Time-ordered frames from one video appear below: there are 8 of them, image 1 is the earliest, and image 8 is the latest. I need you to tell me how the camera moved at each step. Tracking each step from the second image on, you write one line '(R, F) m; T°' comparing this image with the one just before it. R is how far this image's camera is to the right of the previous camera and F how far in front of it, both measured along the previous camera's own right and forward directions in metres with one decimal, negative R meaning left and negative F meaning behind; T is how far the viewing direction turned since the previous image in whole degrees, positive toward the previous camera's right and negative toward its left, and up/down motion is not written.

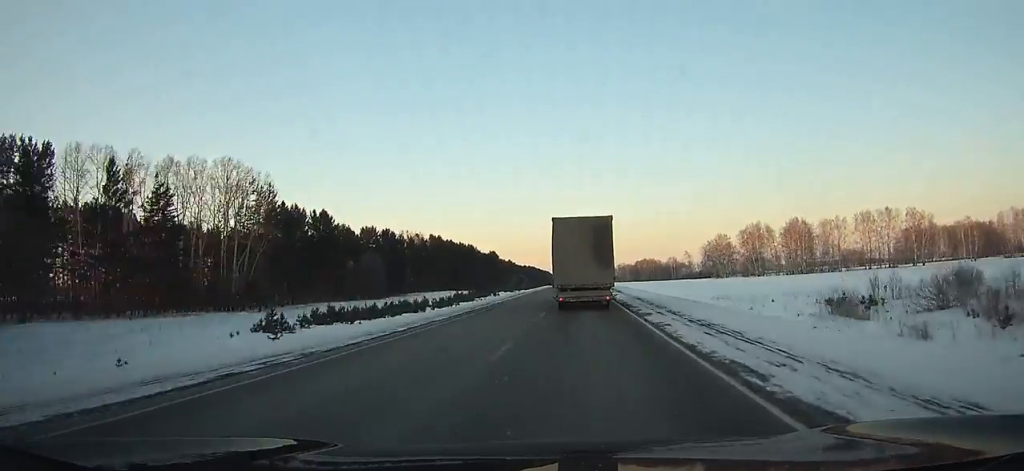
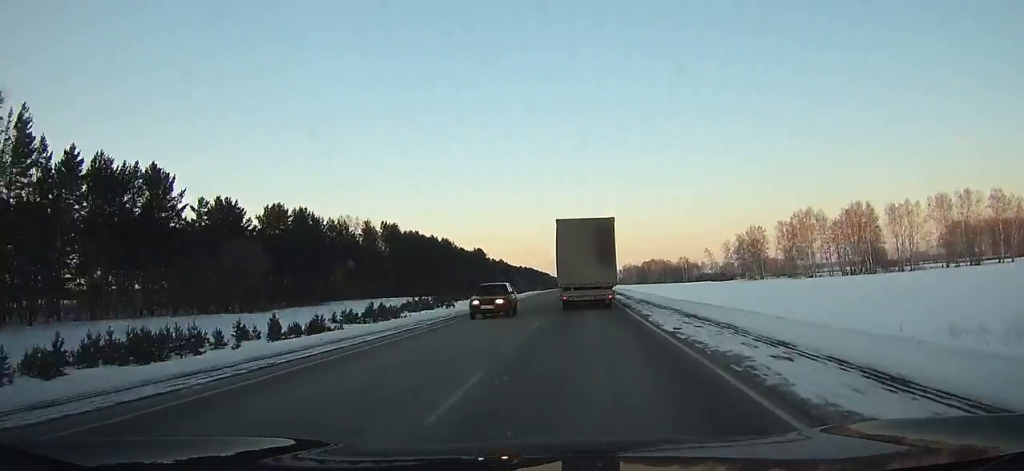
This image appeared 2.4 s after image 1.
(-0.1, +54.2) m; 0°
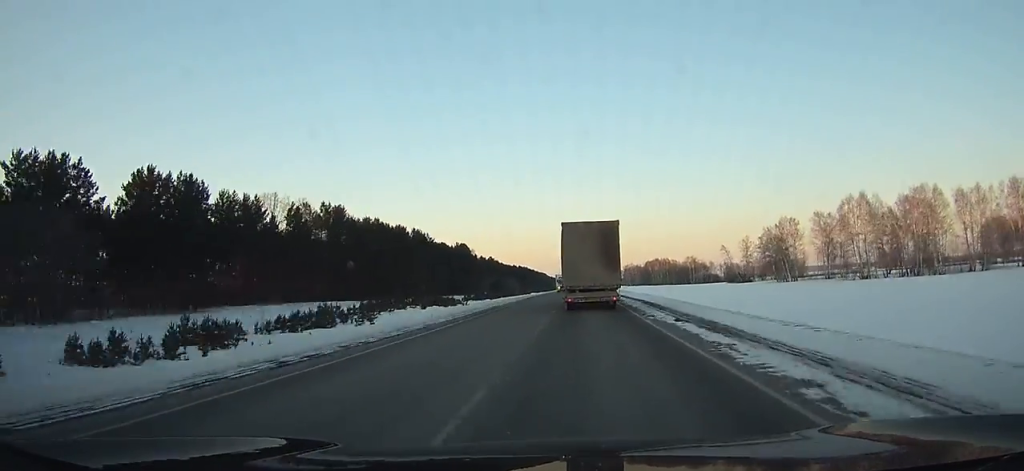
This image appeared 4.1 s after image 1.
(+0.1, +38.4) m; 0°
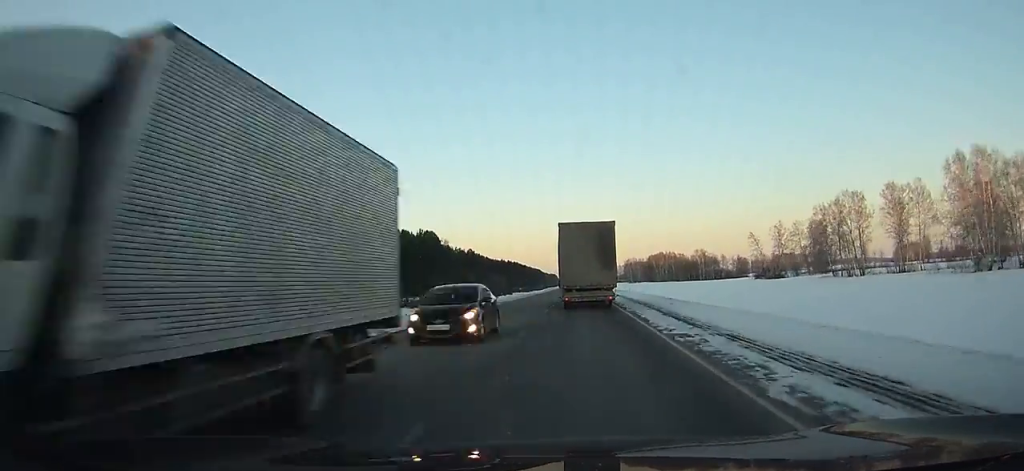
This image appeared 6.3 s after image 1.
(-0.1, +50.9) m; 0°
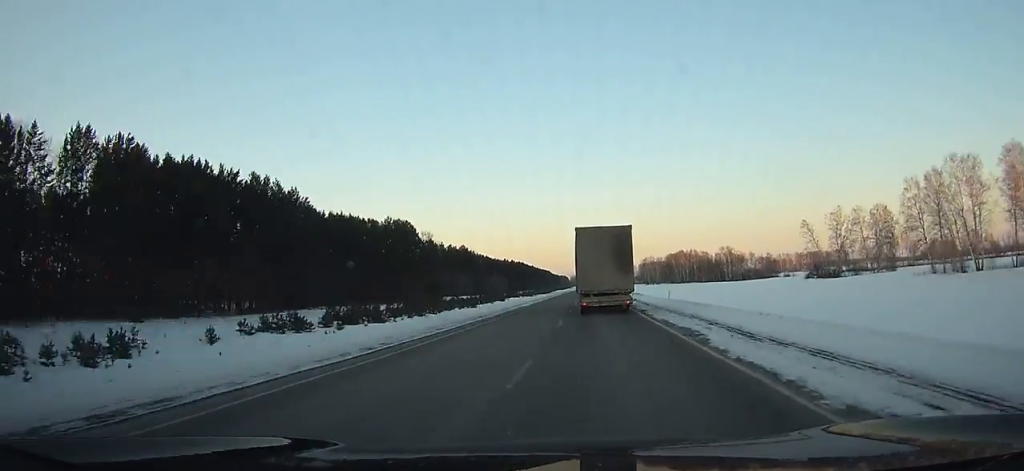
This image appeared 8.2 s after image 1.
(0.0, +45.3) m; 0°
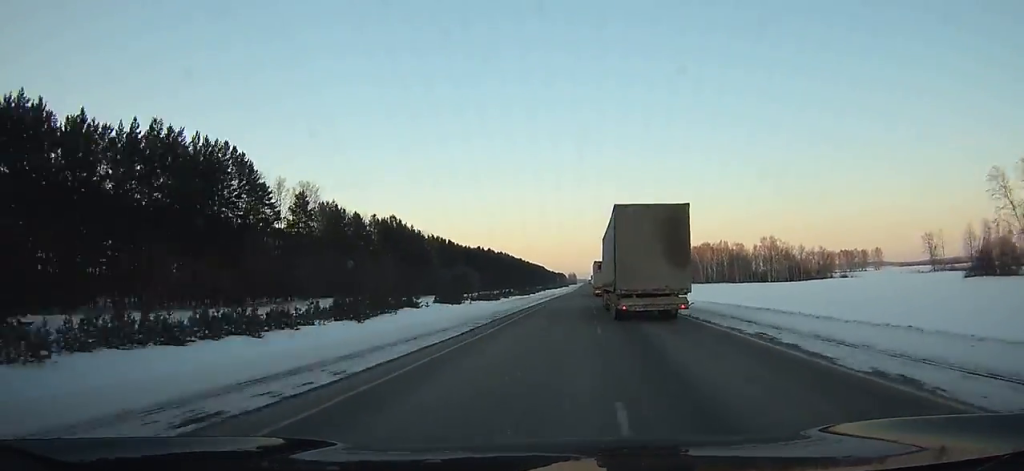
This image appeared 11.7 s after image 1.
(-0.2, +88.8) m; 0°
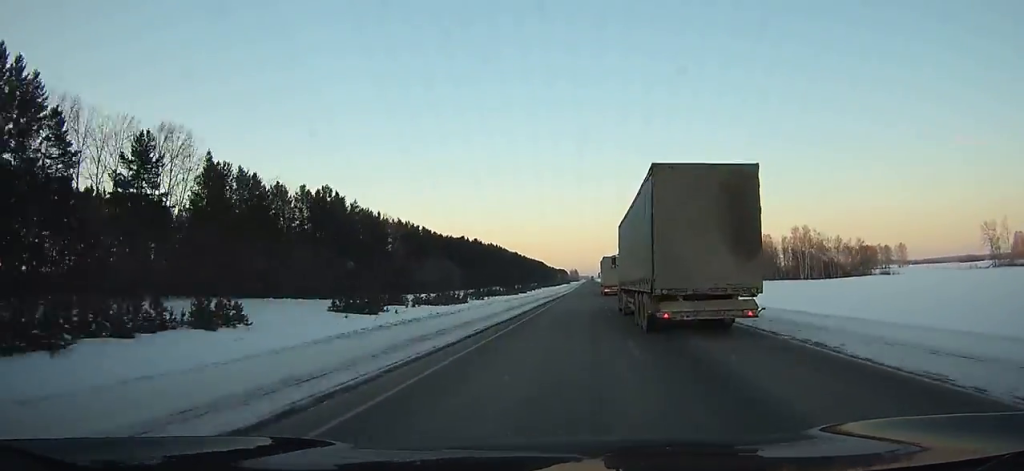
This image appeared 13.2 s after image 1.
(0.0, +40.0) m; 0°
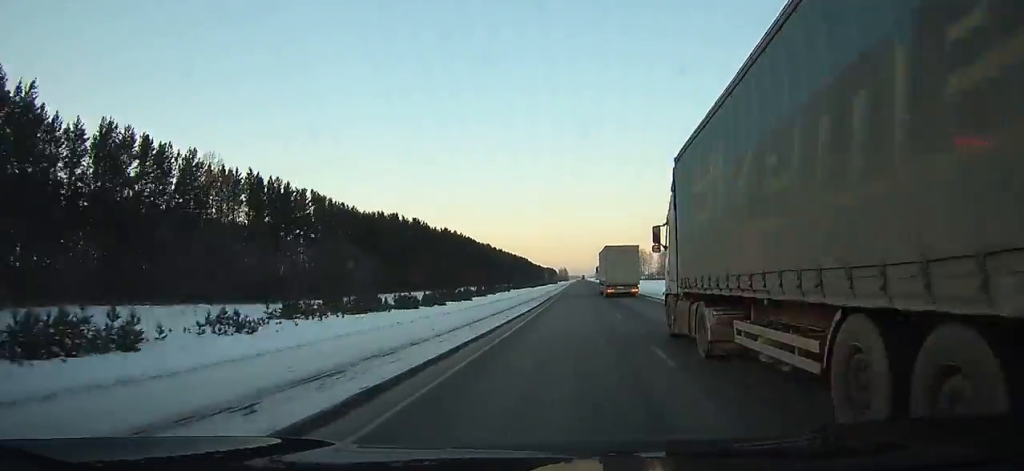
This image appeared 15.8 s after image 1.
(-0.1, +73.8) m; 0°
